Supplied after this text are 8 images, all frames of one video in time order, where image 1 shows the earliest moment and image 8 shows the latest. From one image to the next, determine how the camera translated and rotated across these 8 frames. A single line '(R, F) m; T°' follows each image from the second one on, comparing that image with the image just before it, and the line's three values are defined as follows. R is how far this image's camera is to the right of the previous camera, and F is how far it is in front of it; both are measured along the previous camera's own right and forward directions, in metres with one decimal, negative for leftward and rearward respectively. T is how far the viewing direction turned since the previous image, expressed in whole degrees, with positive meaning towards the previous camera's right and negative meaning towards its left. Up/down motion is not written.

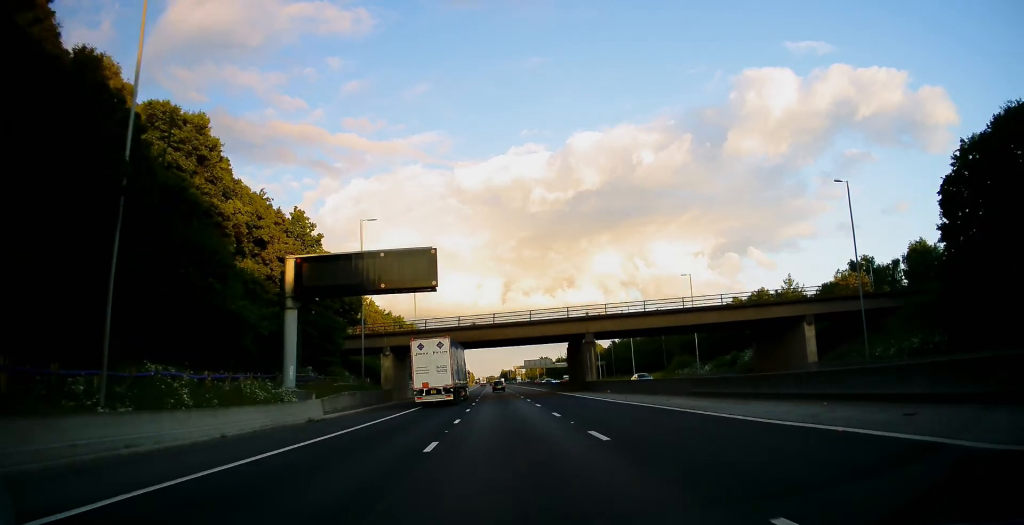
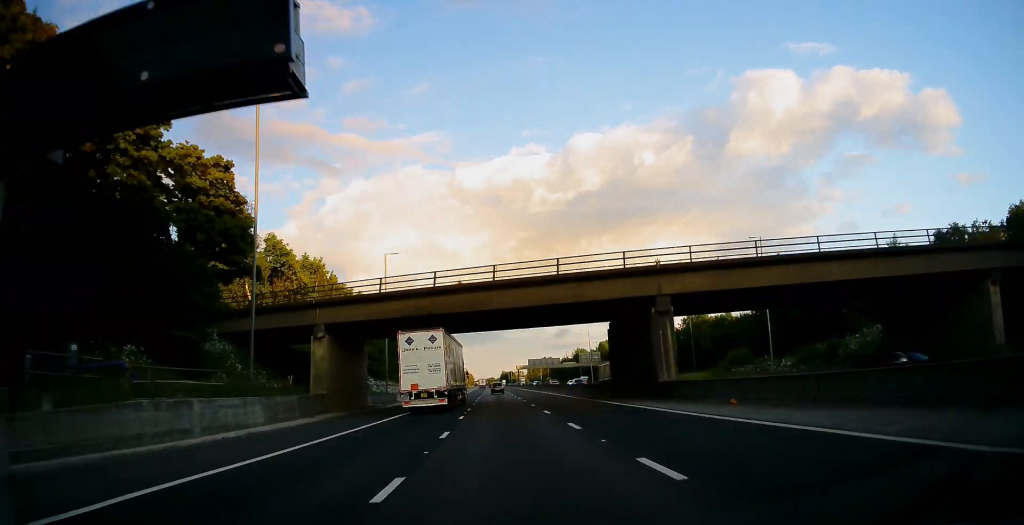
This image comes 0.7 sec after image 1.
(-0.1, +22.8) m; 0°
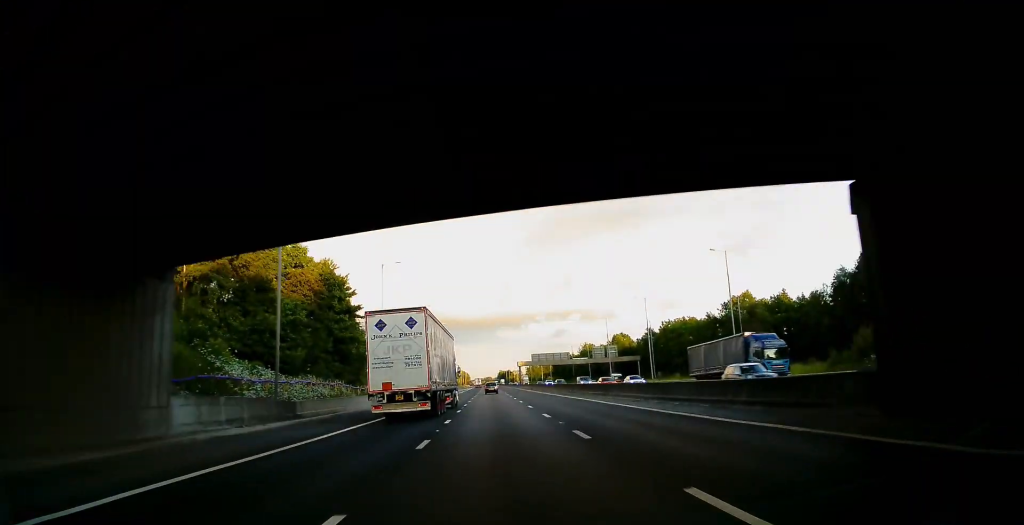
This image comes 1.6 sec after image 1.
(0.0, +31.1) m; +1°
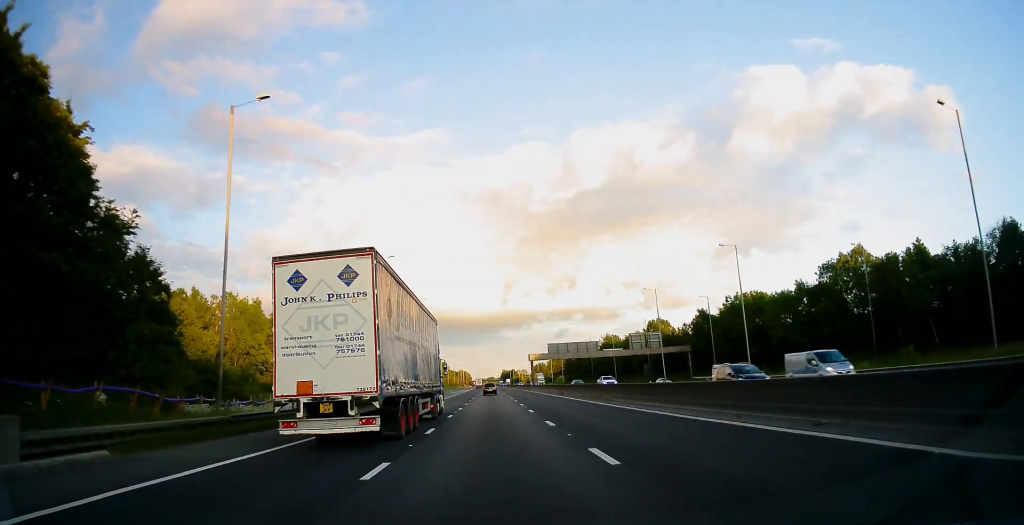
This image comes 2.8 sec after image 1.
(+0.5, +40.0) m; 0°
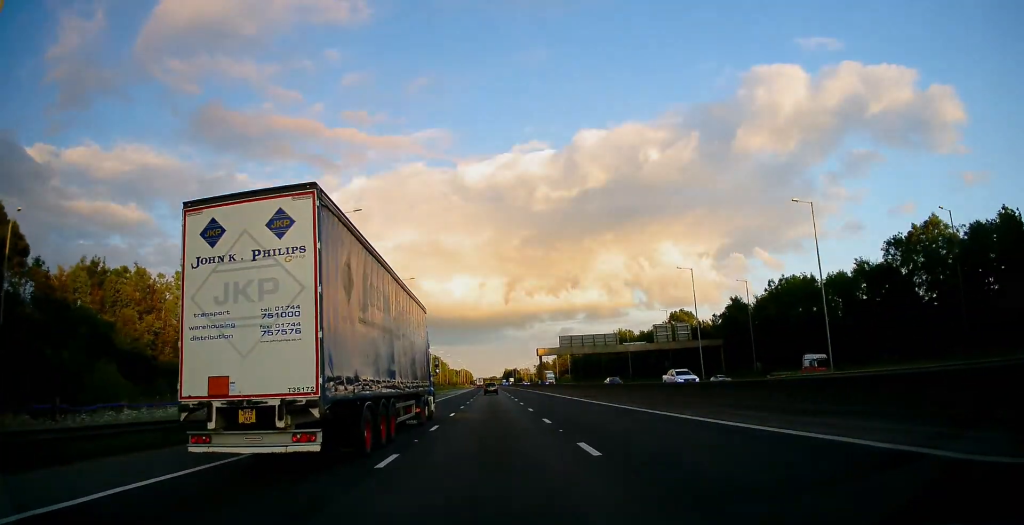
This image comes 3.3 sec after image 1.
(-0.2, +16.1) m; 0°
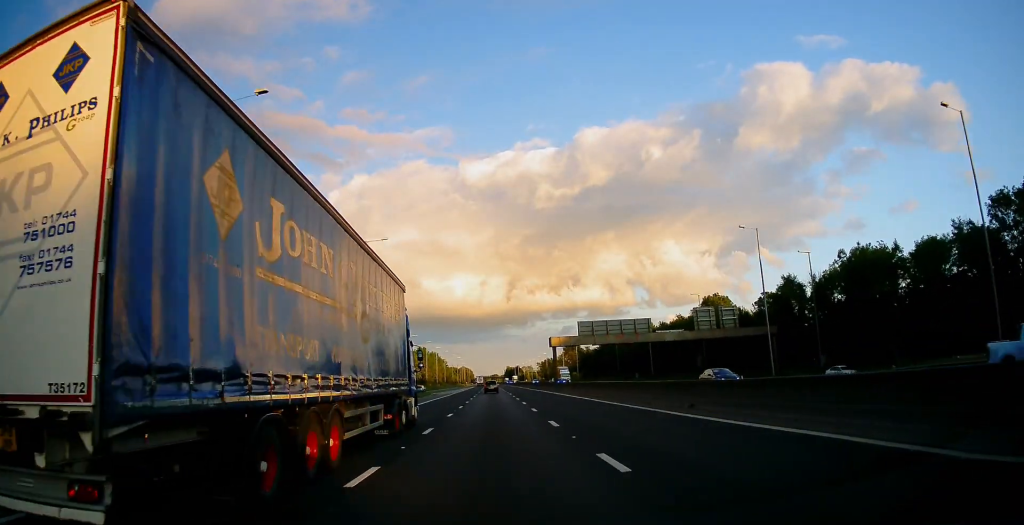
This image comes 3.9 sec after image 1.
(-0.1, +20.6) m; 0°
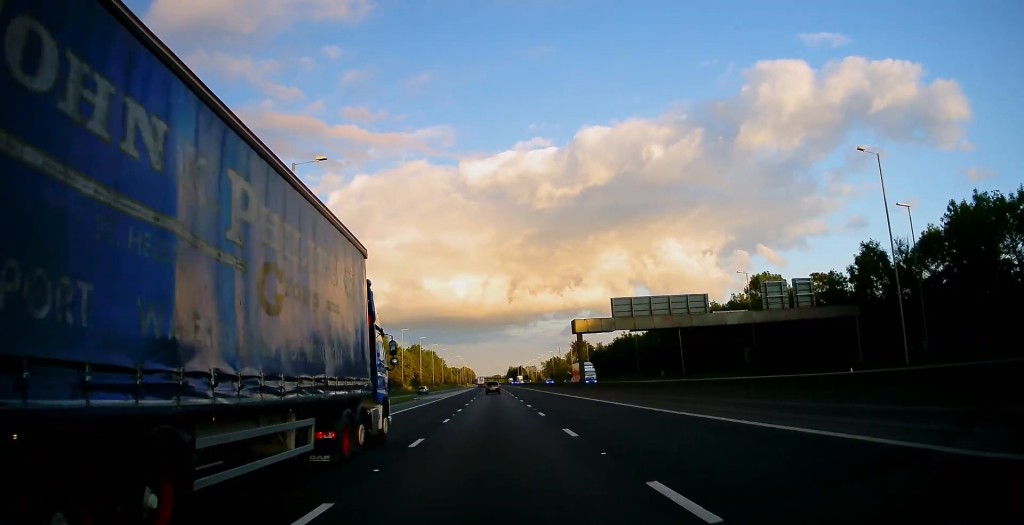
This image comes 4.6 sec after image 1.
(0.0, +21.1) m; 0°
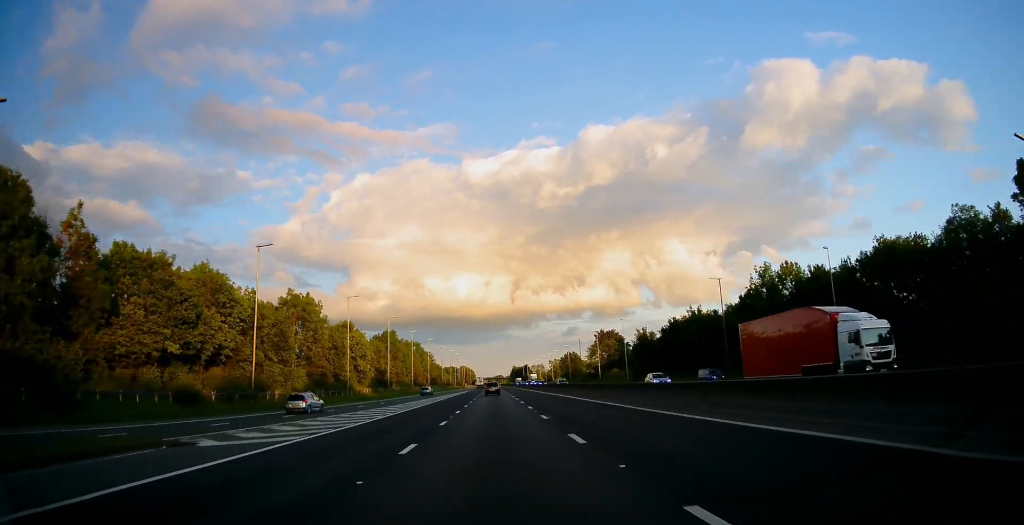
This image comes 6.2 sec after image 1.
(+0.2, +55.7) m; 0°
